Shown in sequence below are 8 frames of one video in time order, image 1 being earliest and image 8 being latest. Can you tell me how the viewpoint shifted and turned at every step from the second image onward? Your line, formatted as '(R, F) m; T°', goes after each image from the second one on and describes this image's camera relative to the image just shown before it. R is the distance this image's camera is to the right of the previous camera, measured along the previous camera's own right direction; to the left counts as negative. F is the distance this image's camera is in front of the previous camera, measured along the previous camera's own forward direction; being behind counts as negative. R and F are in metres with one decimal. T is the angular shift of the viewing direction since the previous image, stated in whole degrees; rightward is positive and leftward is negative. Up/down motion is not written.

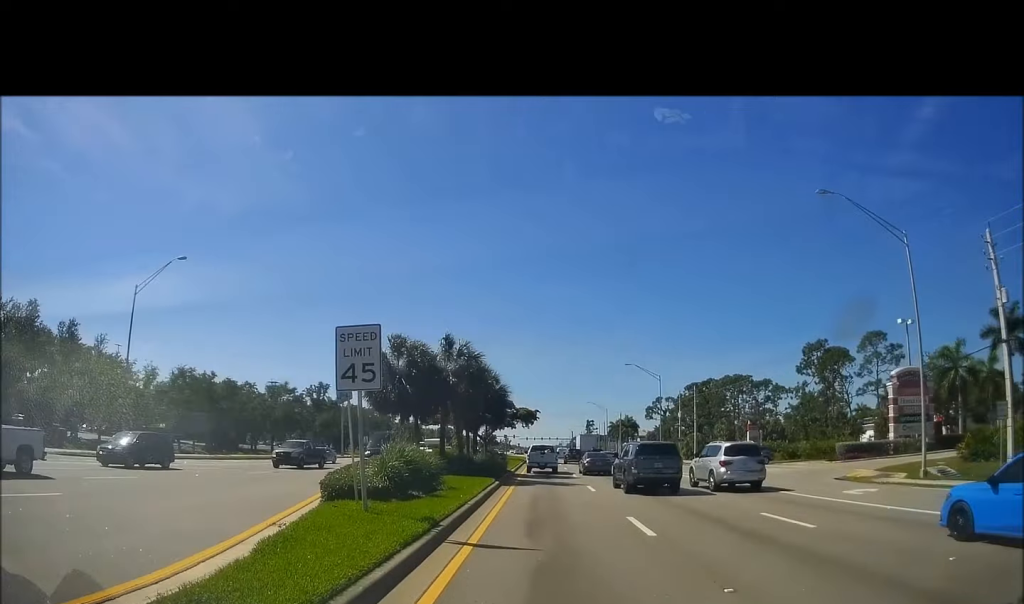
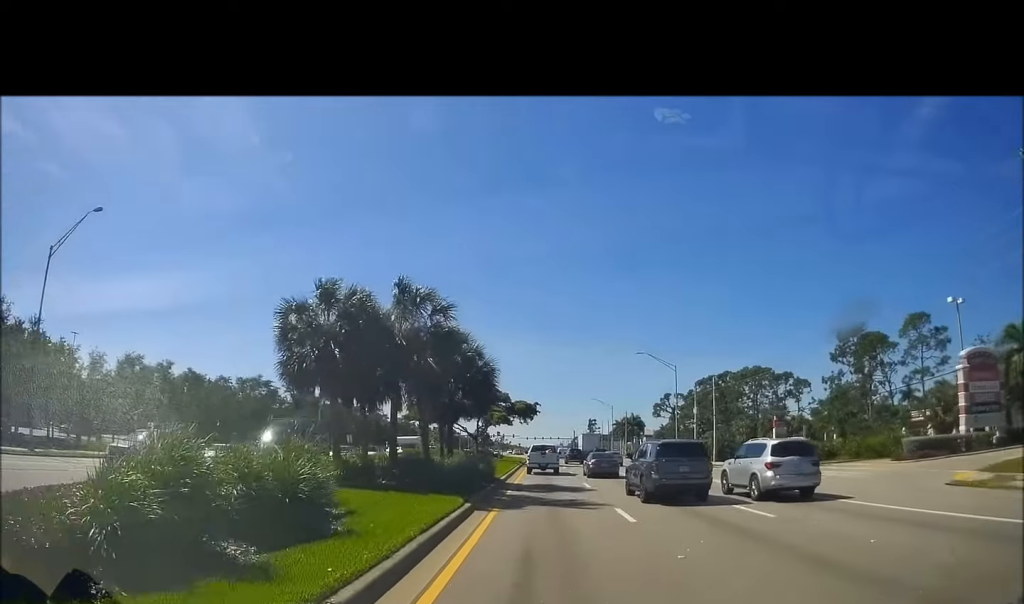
(+0.1, +10.1) m; -2°
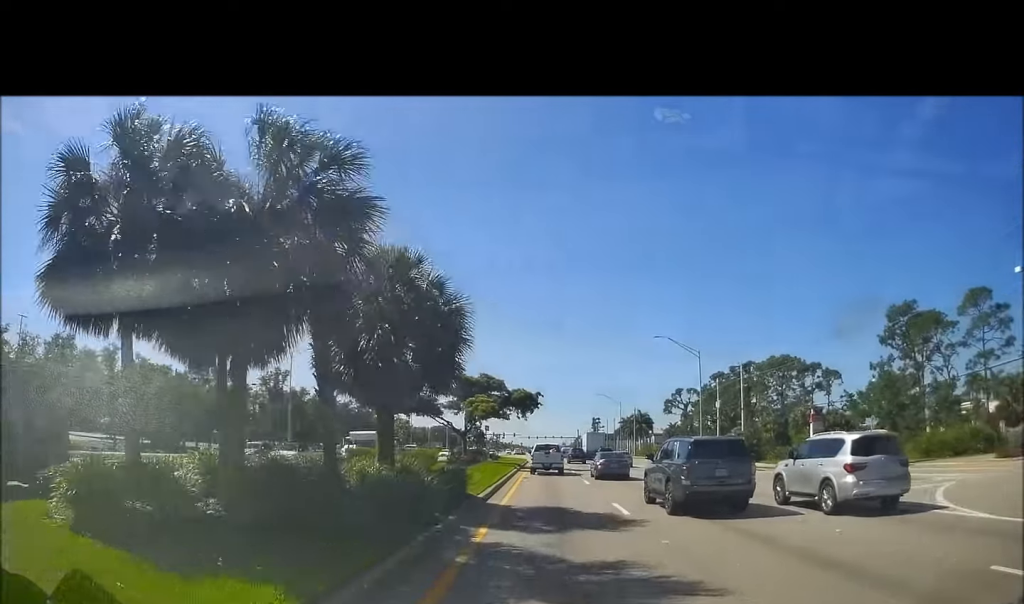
(-0.4, +10.8) m; 0°
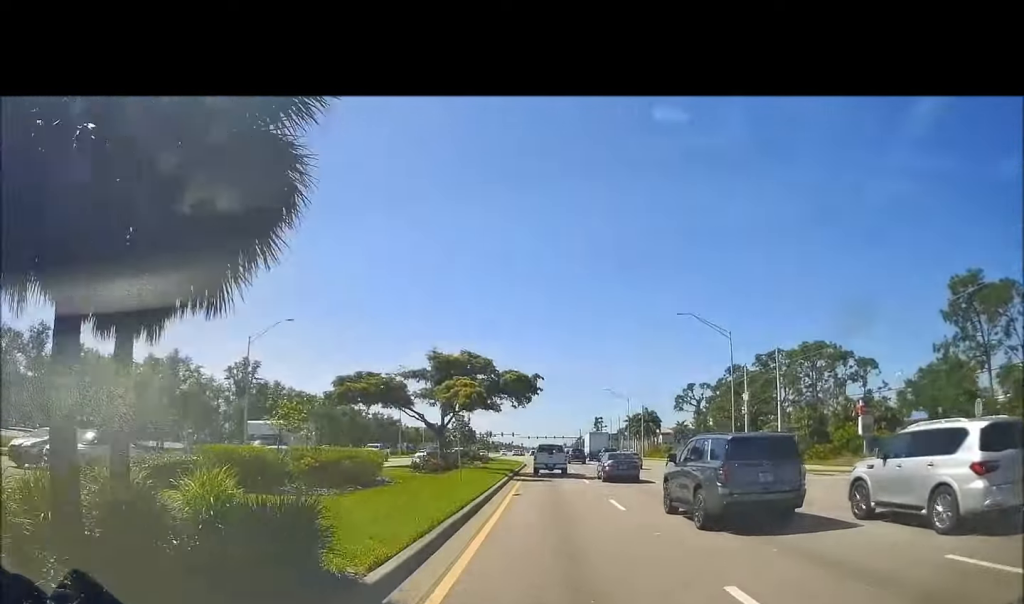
(+0.2, +11.5) m; +1°
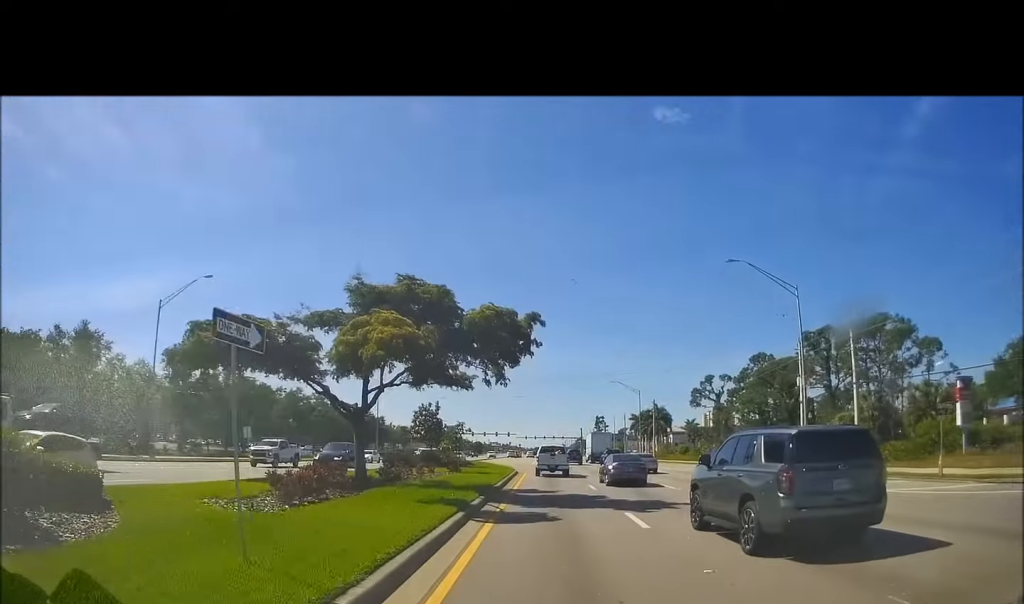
(+0.2, +16.0) m; -1°
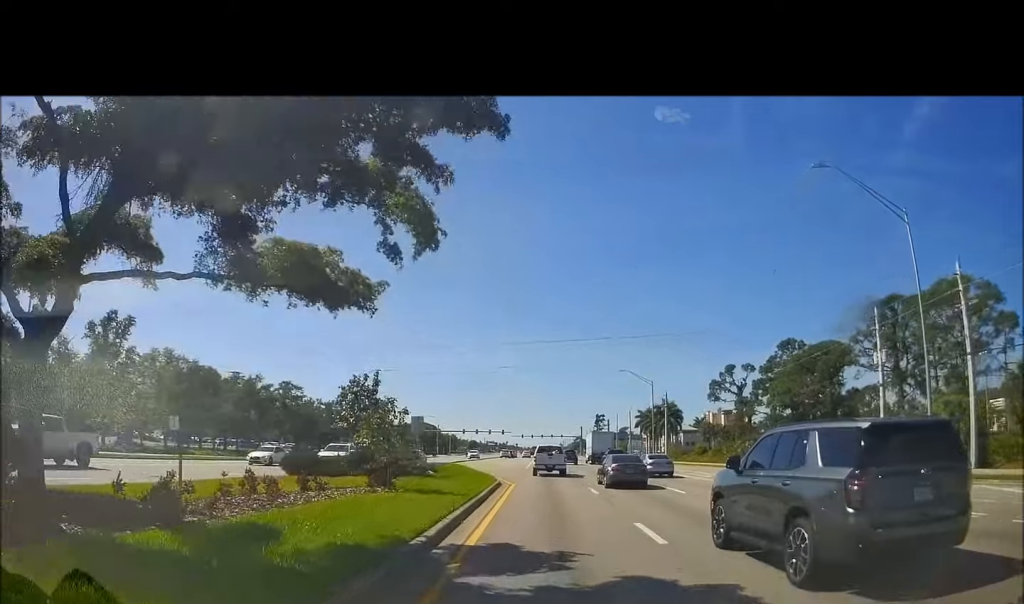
(-0.4, +13.7) m; 0°
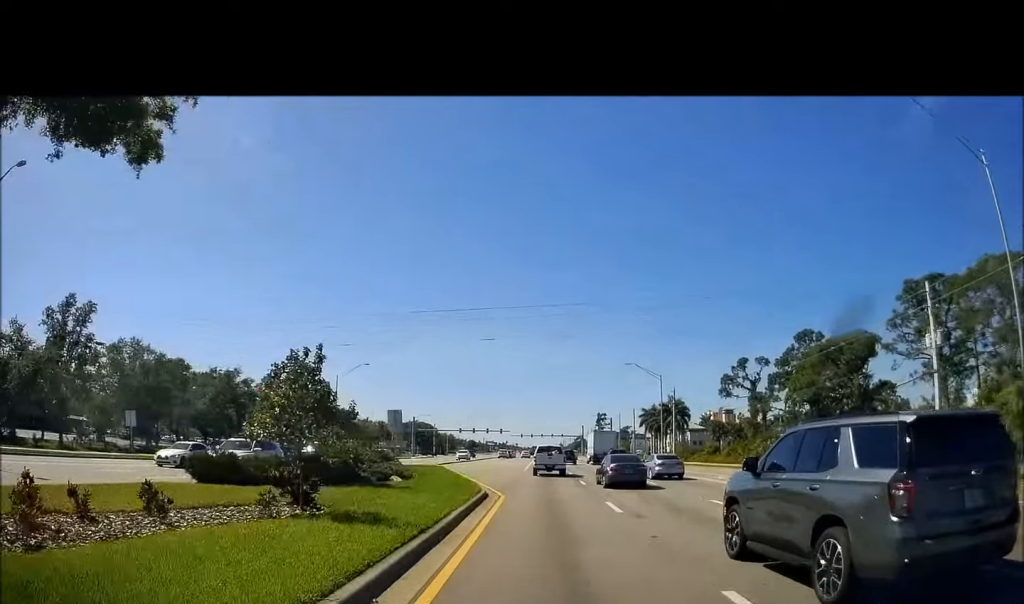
(+0.1, +6.3) m; +1°
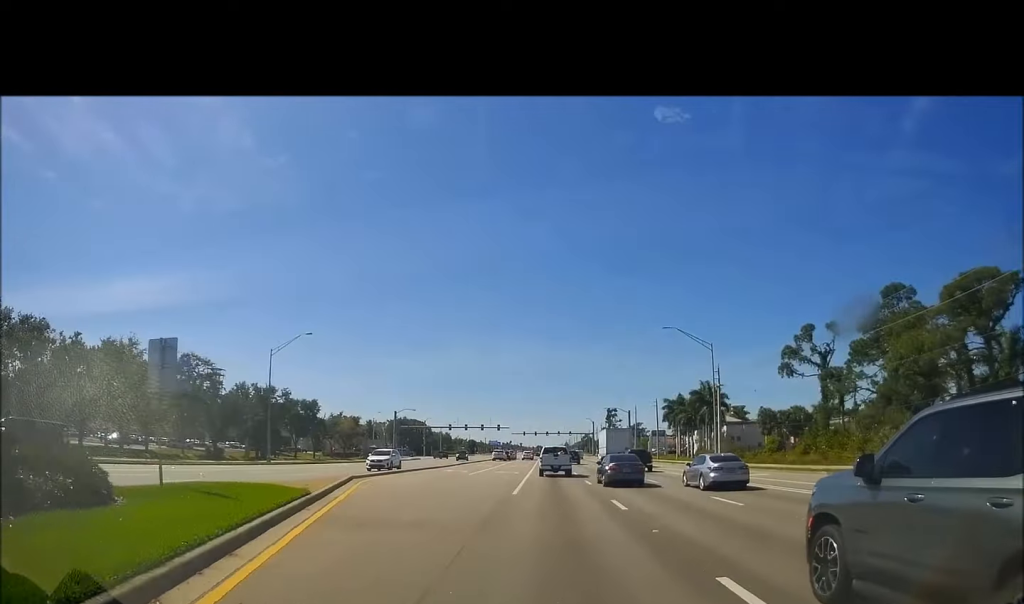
(+0.5, +22.6) m; 0°
